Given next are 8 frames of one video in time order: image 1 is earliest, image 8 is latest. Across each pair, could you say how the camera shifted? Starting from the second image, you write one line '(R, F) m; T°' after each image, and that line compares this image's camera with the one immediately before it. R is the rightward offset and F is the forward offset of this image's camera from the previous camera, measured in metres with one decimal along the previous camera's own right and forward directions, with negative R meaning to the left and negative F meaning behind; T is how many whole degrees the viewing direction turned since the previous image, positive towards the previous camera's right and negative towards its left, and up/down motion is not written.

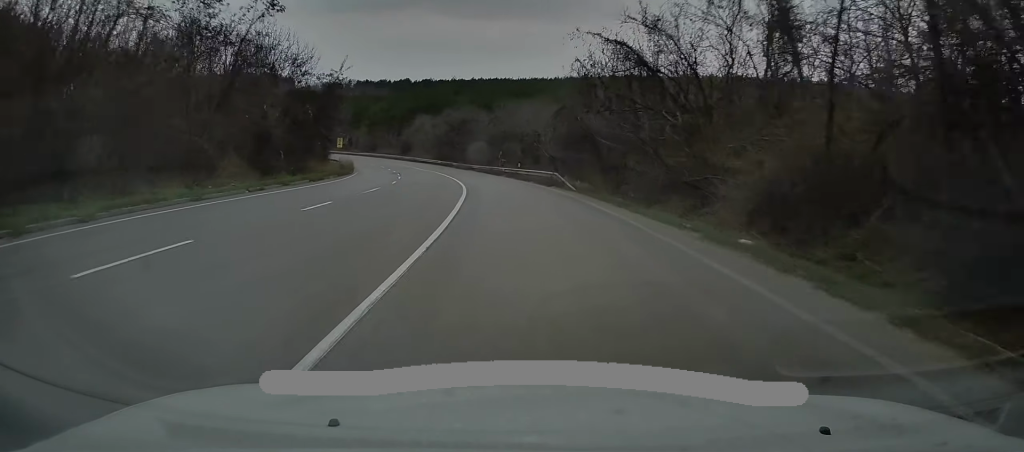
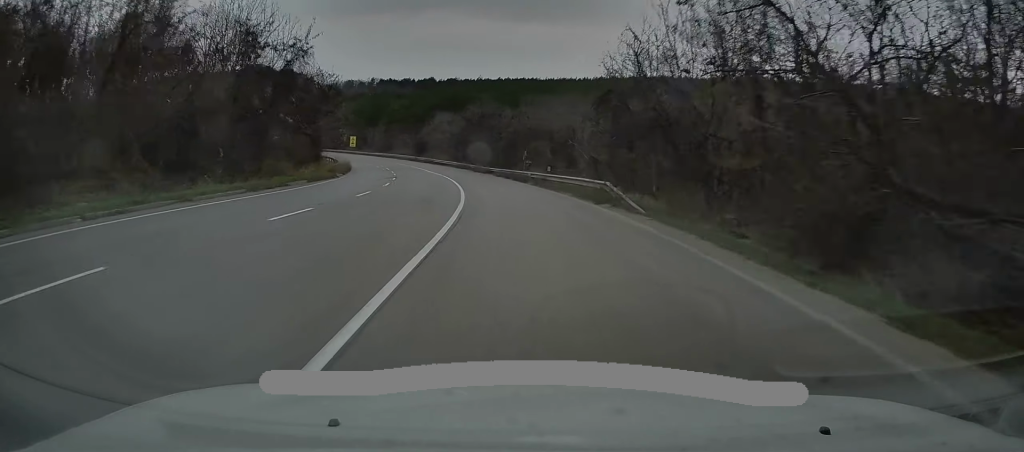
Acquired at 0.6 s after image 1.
(-0.3, +11.7) m; -2°
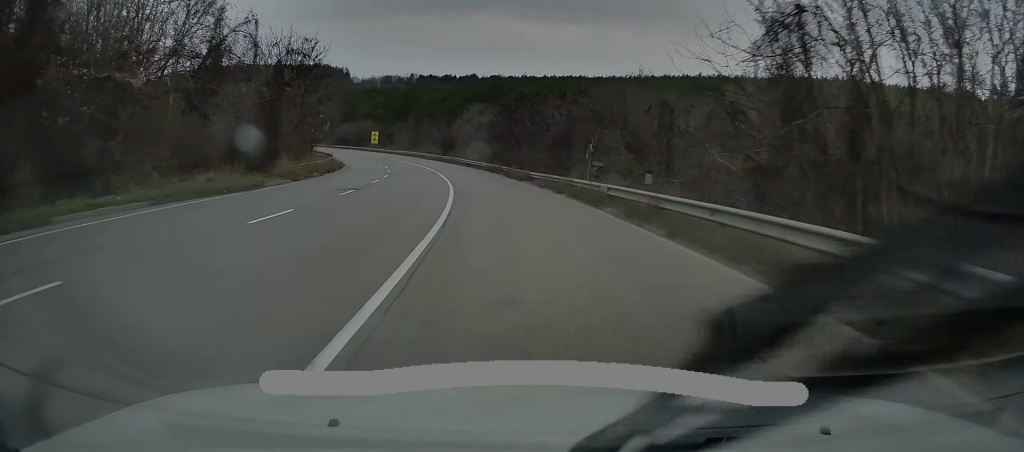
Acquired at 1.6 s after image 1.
(-0.6, +19.5) m; -3°
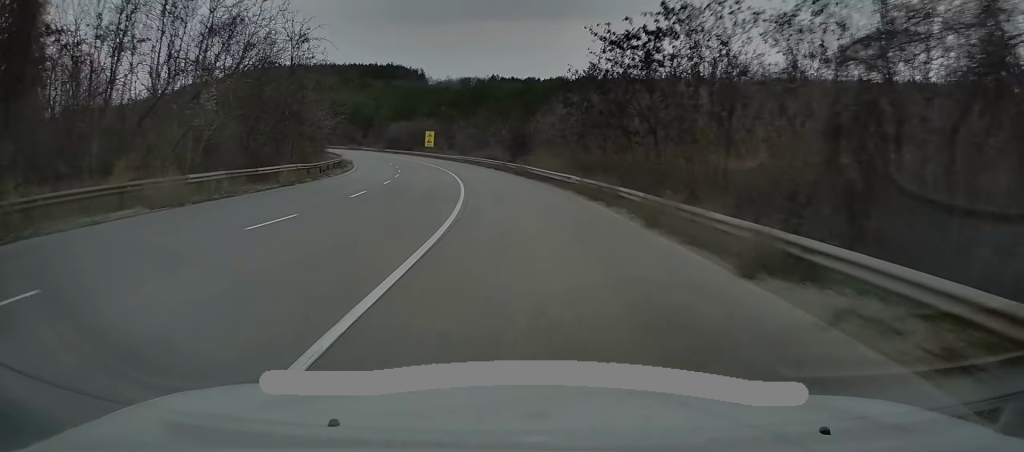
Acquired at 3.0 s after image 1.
(-1.2, +28.0) m; -7°
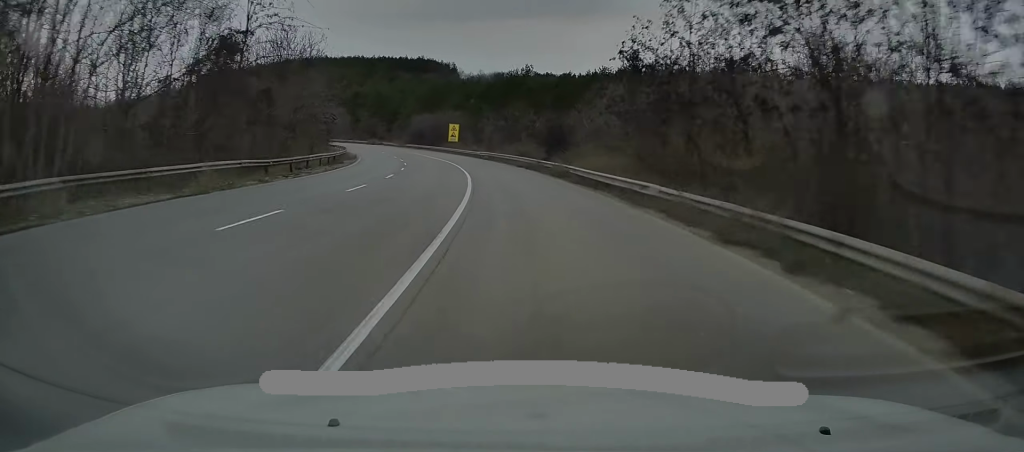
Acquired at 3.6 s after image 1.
(-0.6, +11.1) m; -3°
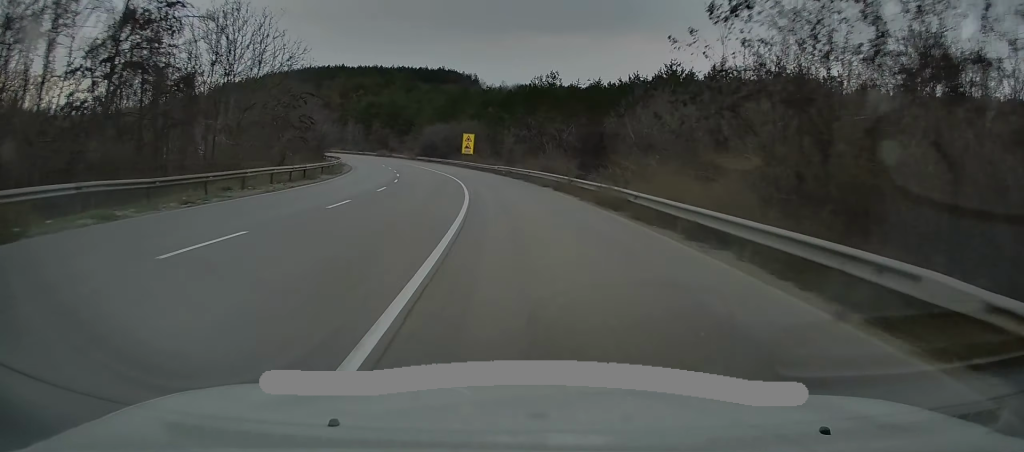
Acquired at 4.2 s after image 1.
(-0.3, +11.1) m; -3°
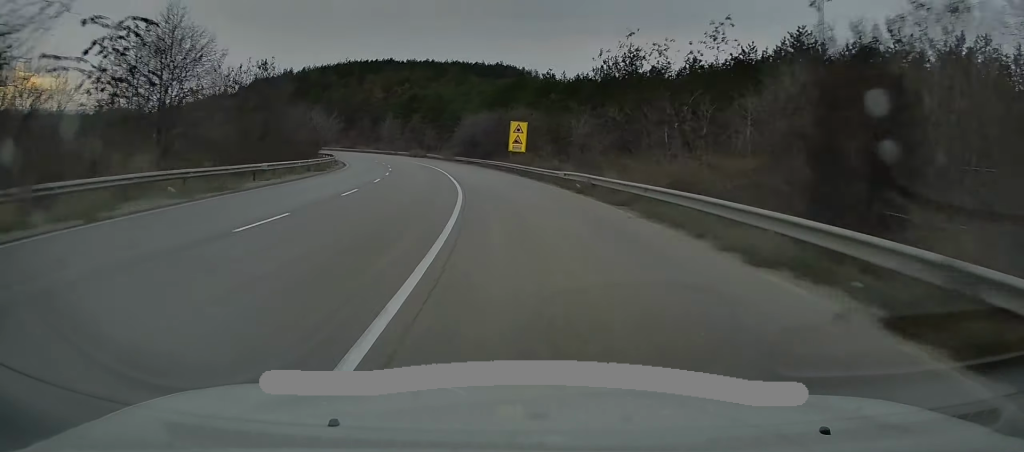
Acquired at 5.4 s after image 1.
(-1.1, +24.8) m; -6°
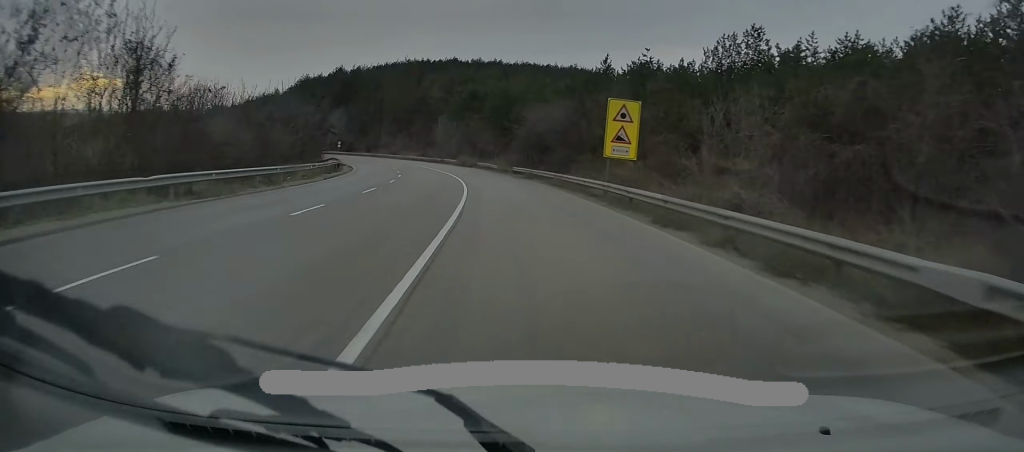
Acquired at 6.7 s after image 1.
(-1.3, +24.1) m; -6°
